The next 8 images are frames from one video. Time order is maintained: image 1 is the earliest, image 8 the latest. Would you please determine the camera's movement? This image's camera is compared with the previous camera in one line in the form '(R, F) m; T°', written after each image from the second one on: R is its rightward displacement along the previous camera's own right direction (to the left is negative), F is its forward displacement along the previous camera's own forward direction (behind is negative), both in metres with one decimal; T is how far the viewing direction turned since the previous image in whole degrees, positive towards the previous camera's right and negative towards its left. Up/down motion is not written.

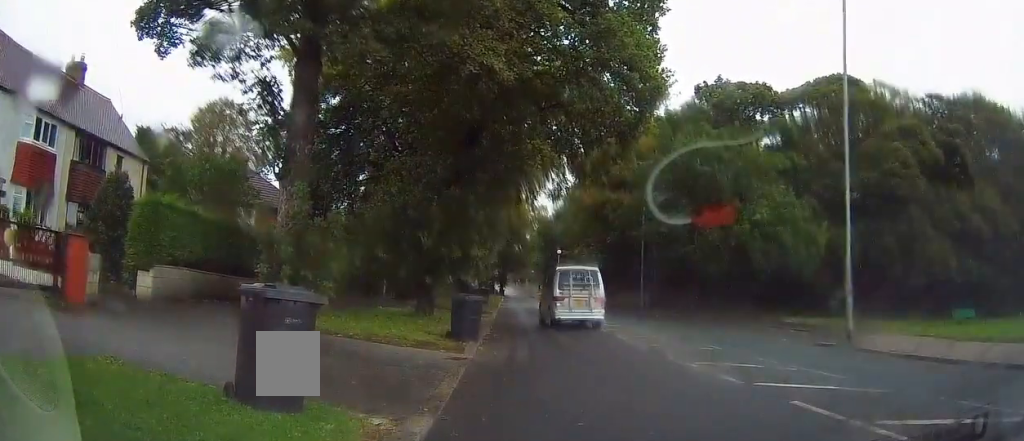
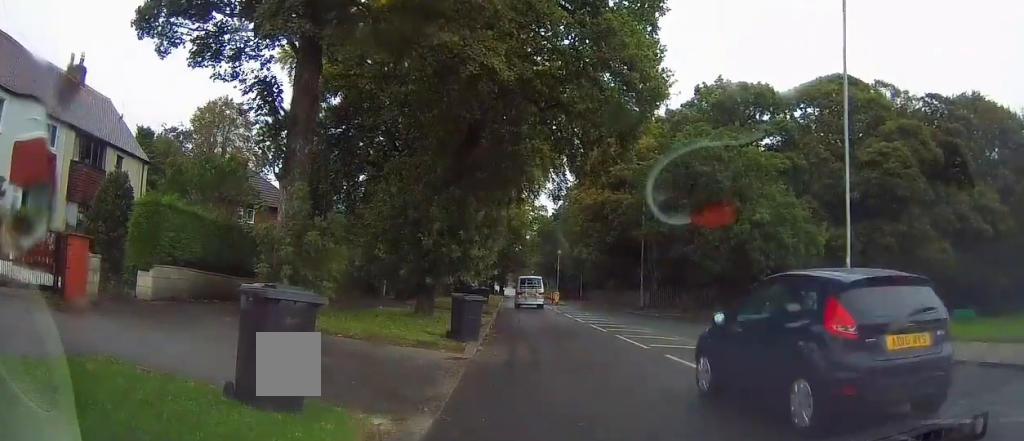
(0.0, 0.0) m; 0°
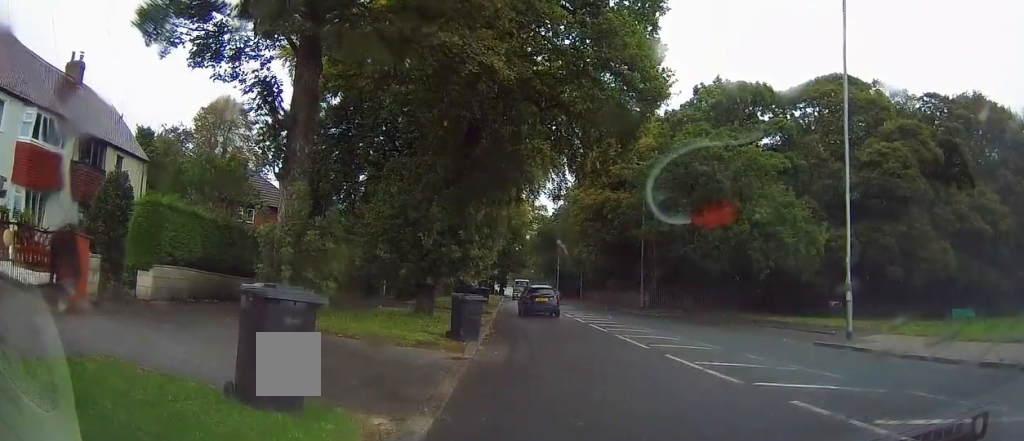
(0.0, 0.0) m; 0°
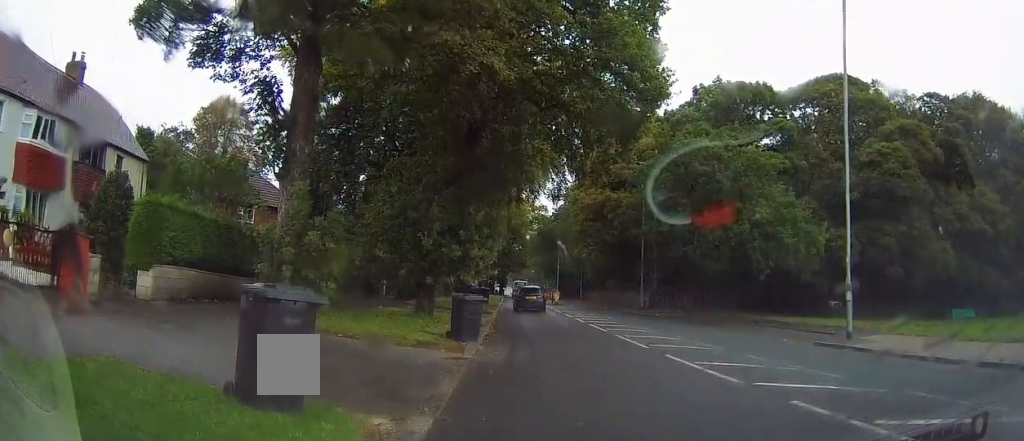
(0.0, 0.0) m; 0°
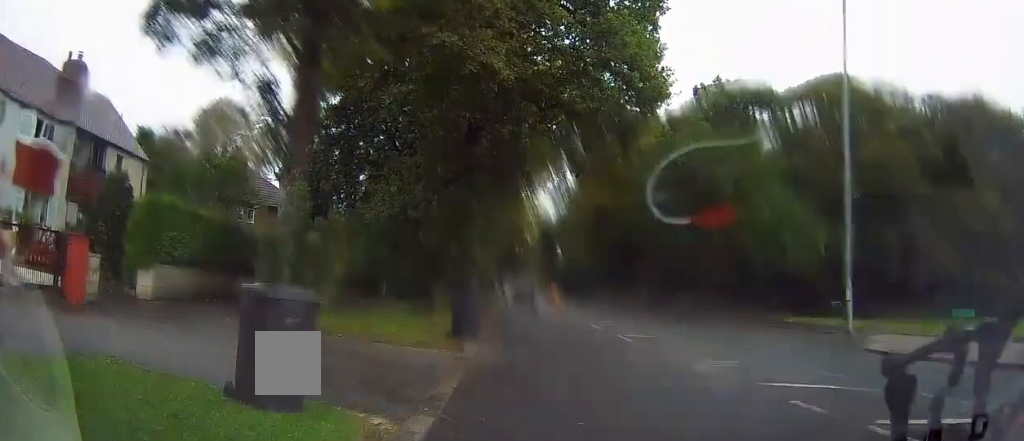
(0.0, 0.0) m; 0°
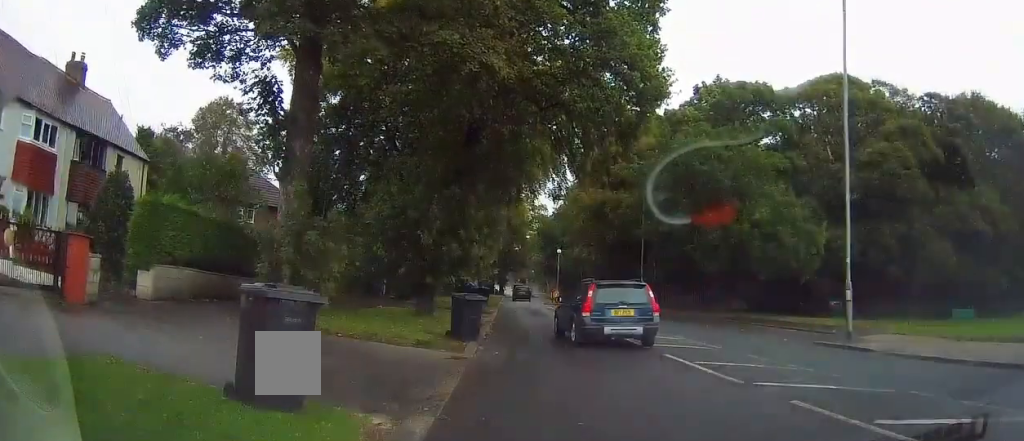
(0.0, 0.0) m; 0°
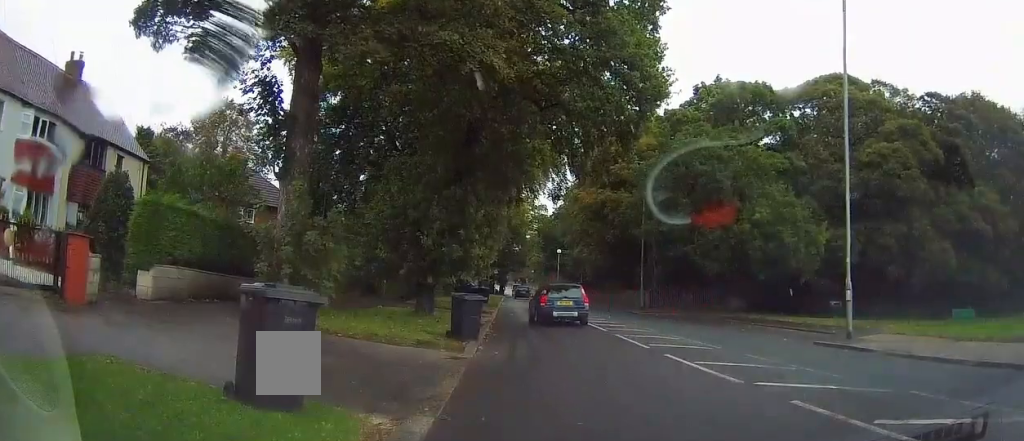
(0.0, 0.0) m; 0°
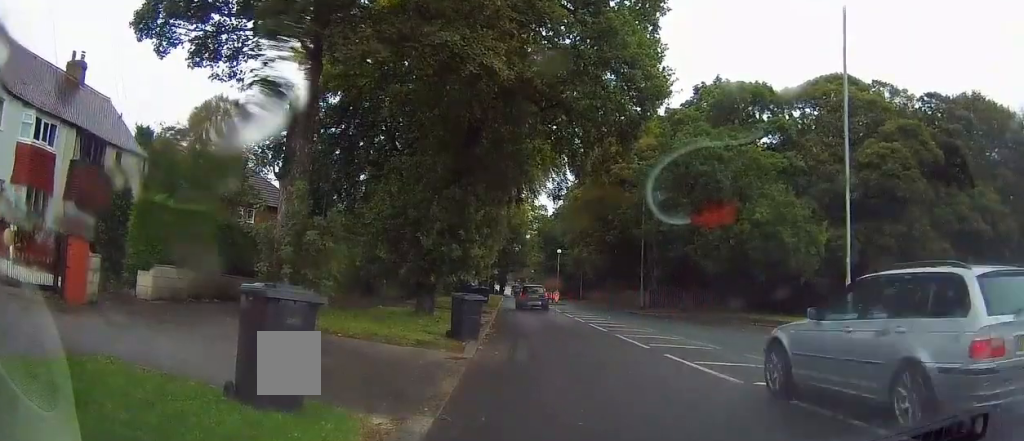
(0.0, 0.0) m; 0°
